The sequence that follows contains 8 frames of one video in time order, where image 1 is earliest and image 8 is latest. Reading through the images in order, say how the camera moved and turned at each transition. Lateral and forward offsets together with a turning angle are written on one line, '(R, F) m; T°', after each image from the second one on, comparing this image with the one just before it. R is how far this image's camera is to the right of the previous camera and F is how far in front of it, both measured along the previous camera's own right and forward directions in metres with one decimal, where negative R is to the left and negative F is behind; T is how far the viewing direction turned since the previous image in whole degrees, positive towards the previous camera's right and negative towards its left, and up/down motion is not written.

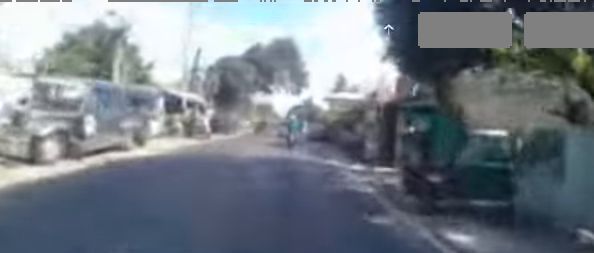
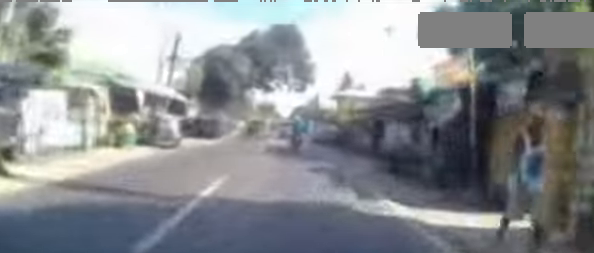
(+0.2, +5.8) m; +2°
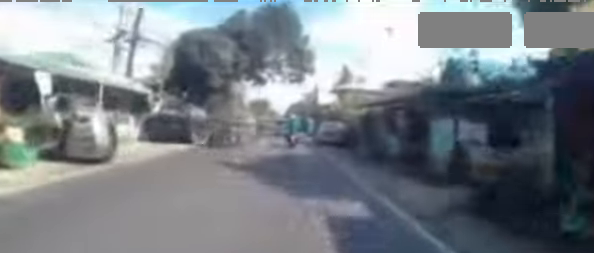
(0.0, +4.7) m; +1°
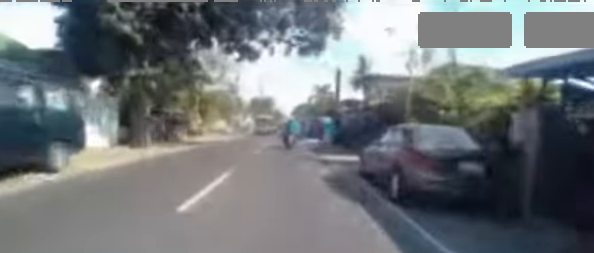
(0.0, +12.4) m; 0°
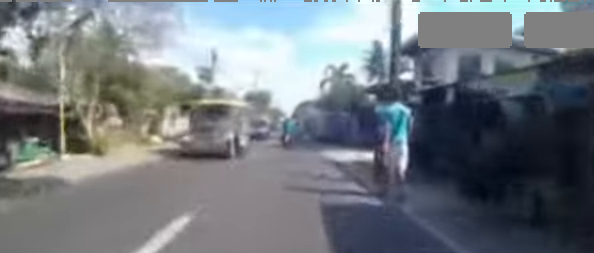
(0.0, +11.9) m; +1°
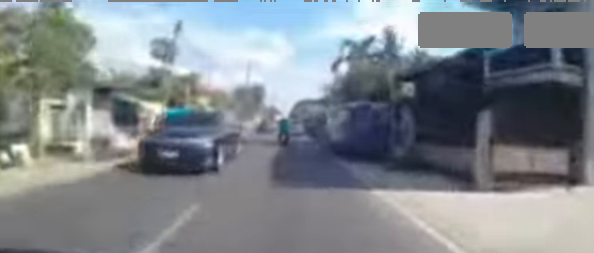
(+0.2, +8.7) m; +3°
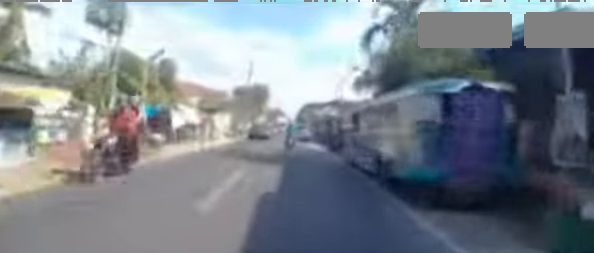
(+0.3, +6.0) m; -1°
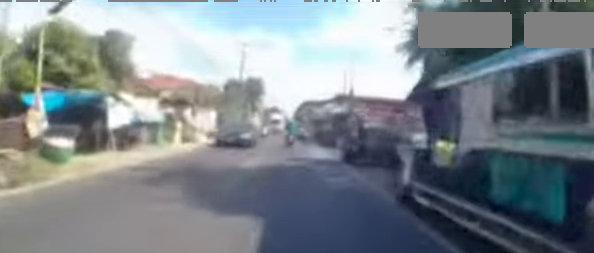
(-0.3, +5.5) m; -5°
